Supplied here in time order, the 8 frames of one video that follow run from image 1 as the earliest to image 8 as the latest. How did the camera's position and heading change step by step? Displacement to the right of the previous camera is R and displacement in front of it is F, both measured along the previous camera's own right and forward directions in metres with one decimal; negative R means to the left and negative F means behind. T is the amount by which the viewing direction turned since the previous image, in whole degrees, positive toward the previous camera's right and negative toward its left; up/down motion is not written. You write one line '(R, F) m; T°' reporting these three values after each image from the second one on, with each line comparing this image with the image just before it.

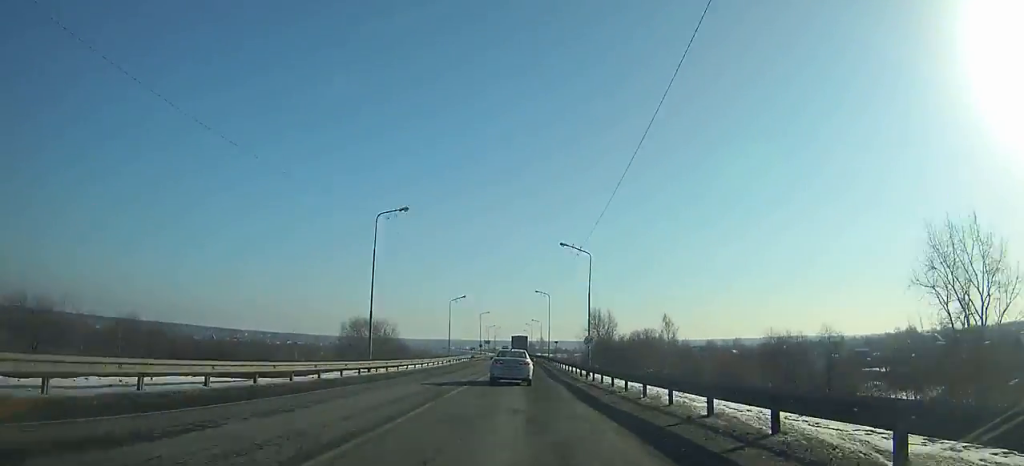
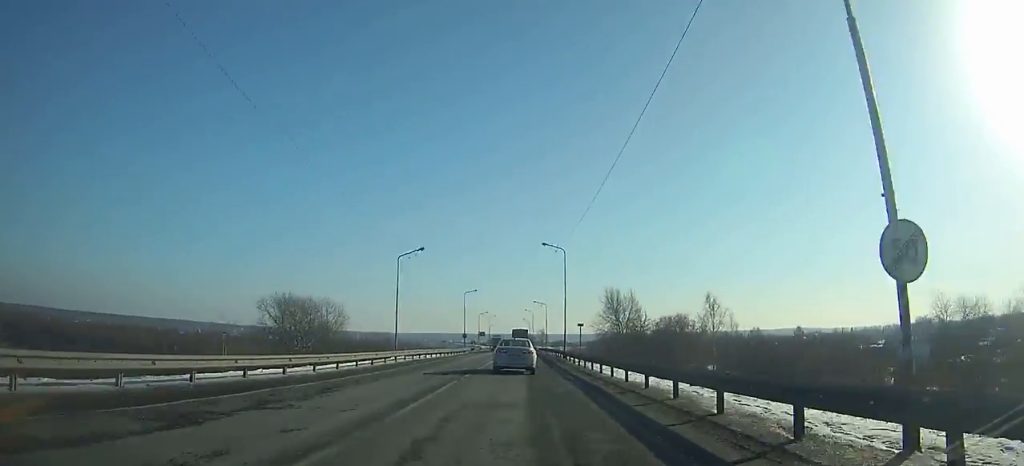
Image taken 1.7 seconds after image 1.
(0.0, +30.2) m; 0°
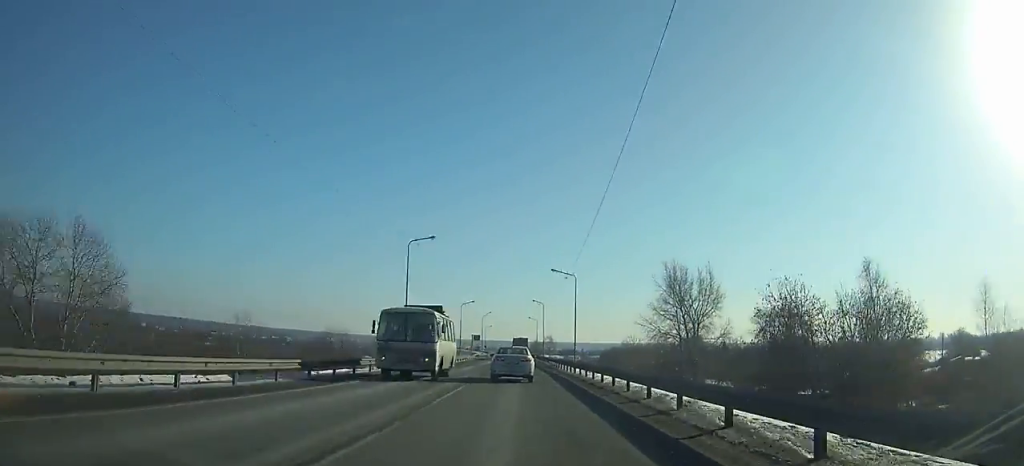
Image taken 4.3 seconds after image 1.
(-0.1, +46.6) m; 0°
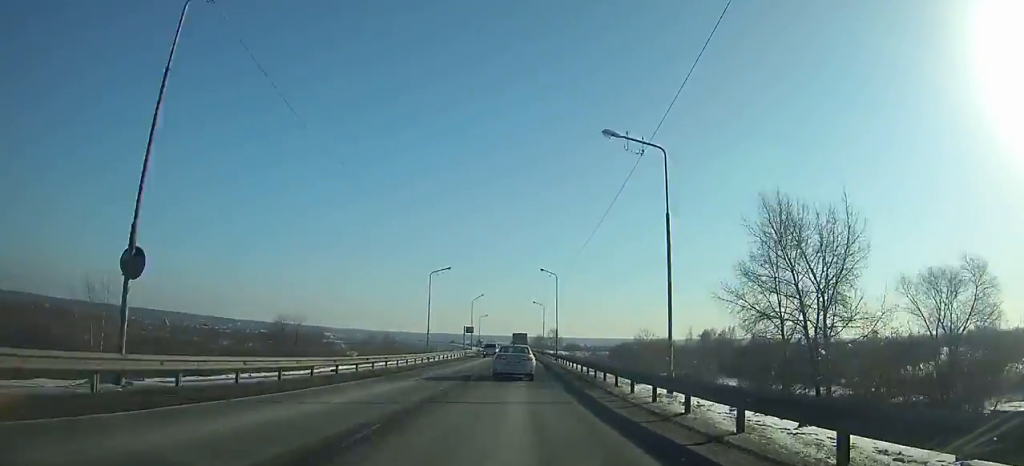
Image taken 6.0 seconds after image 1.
(0.0, +30.7) m; 0°
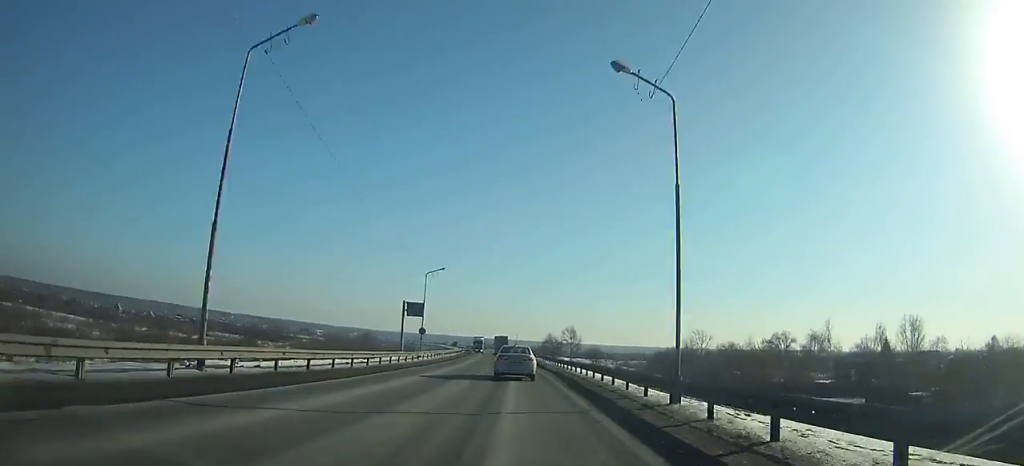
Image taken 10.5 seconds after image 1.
(-0.3, +82.1) m; -1°
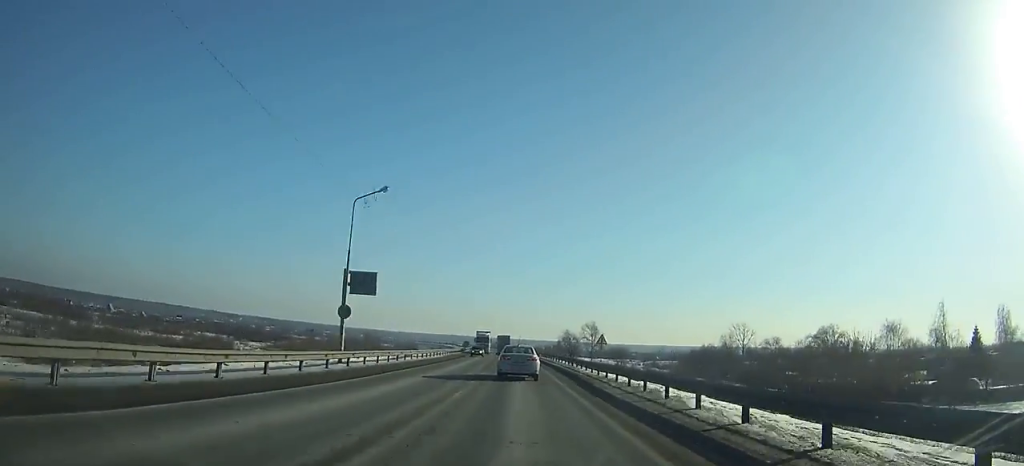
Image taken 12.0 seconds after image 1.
(-0.1, +27.7) m; -1°
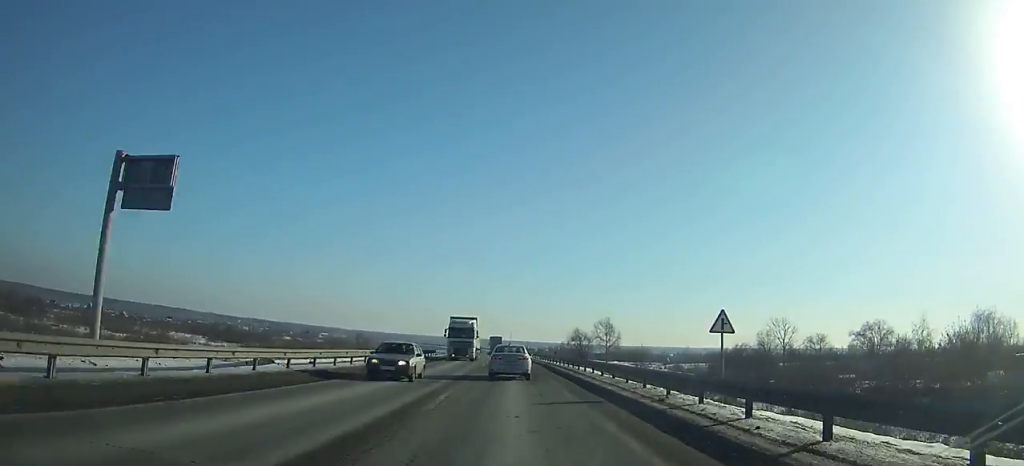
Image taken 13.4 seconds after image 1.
(-0.2, +25.9) m; -1°
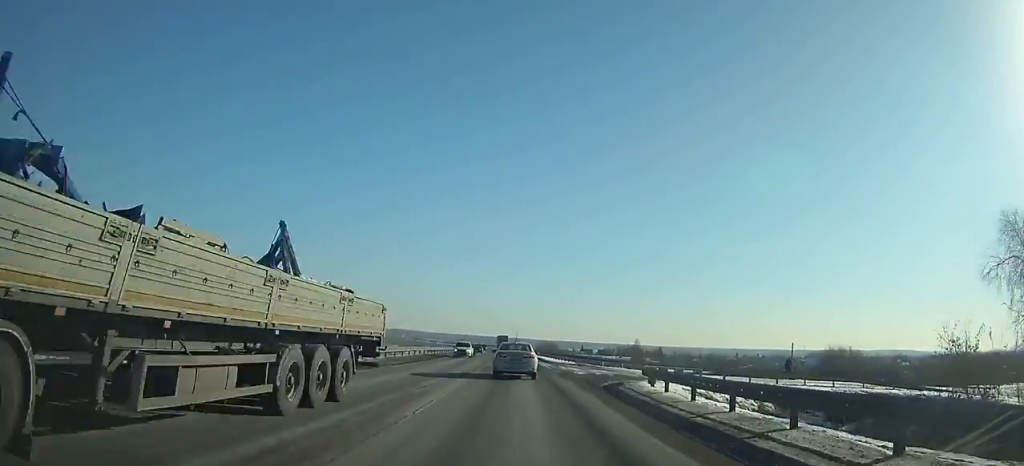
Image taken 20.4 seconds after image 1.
(-4.3, +129.9) m; -4°
